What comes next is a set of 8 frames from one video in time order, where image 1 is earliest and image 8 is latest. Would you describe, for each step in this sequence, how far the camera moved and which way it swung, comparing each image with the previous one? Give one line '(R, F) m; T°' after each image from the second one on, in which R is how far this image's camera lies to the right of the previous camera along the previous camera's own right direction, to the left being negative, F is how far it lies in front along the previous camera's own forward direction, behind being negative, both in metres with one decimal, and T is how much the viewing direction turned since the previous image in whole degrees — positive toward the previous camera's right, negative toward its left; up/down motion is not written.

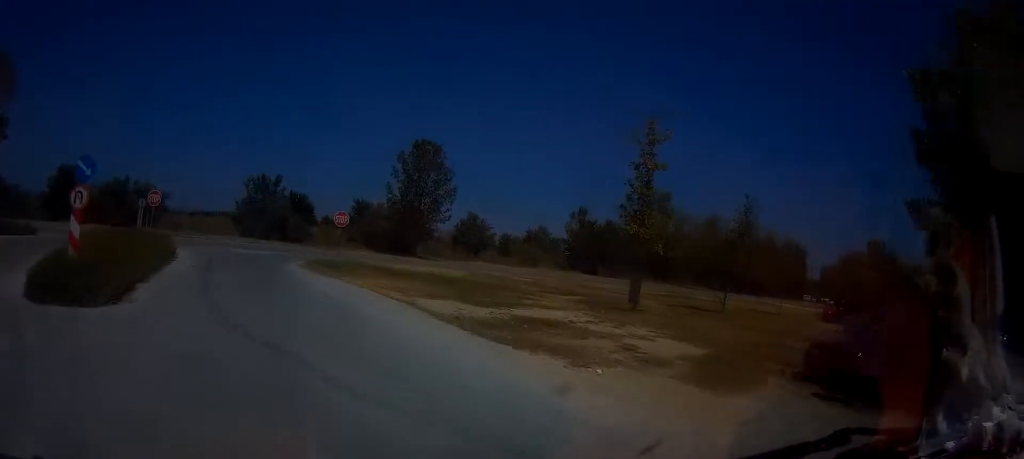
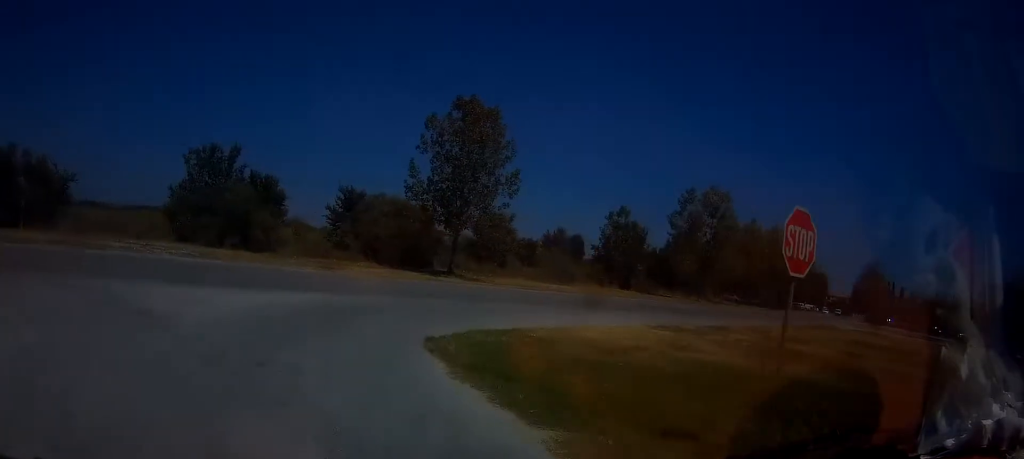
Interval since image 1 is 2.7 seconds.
(+2.7, +19.1) m; +26°
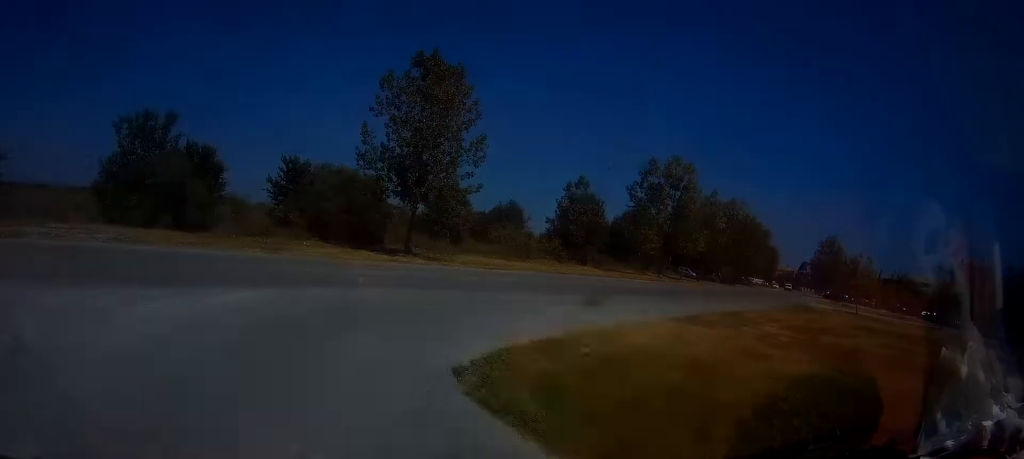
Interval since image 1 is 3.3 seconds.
(+0.2, +3.9) m; +11°
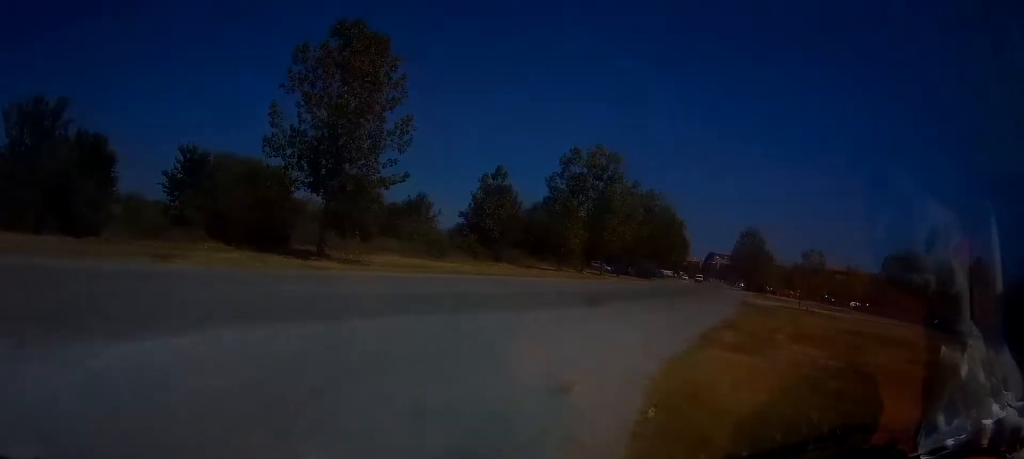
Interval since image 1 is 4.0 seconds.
(+0.8, +4.5) m; +15°
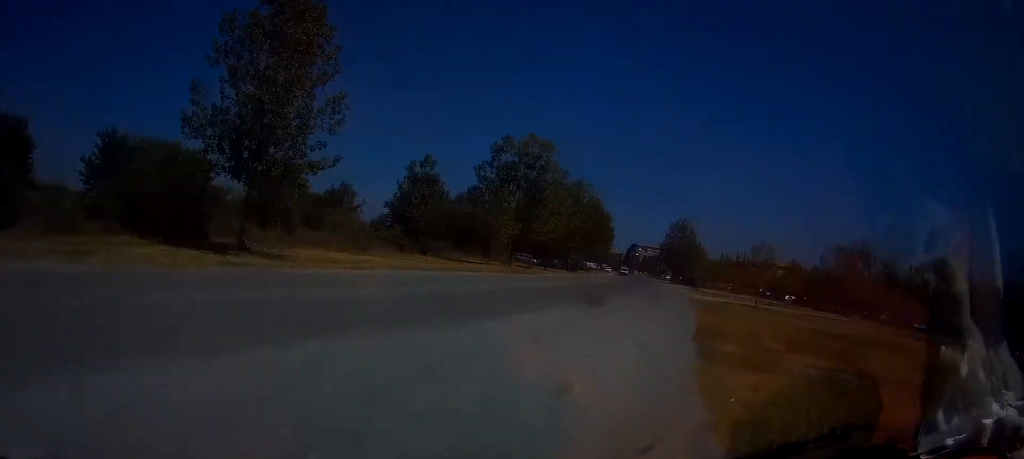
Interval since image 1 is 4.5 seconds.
(0.0, +2.7) m; +9°
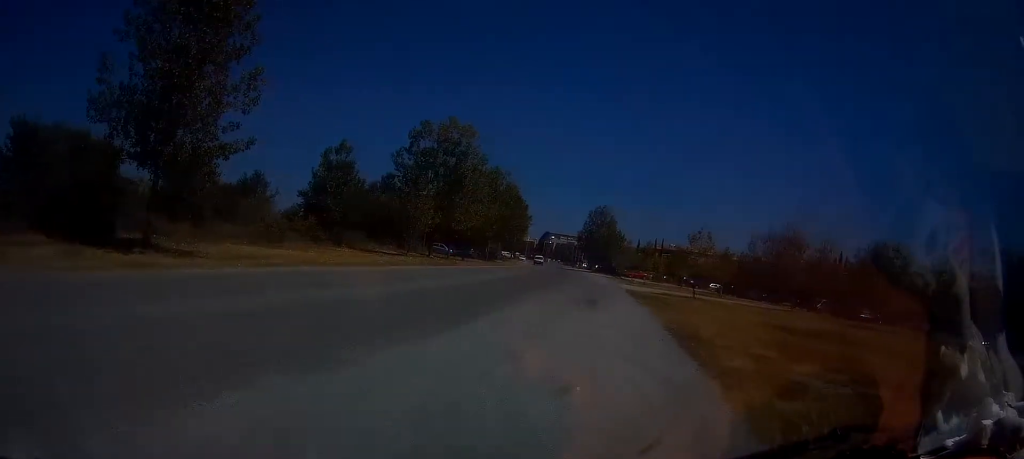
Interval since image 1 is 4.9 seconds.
(+0.5, +2.6) m; +7°
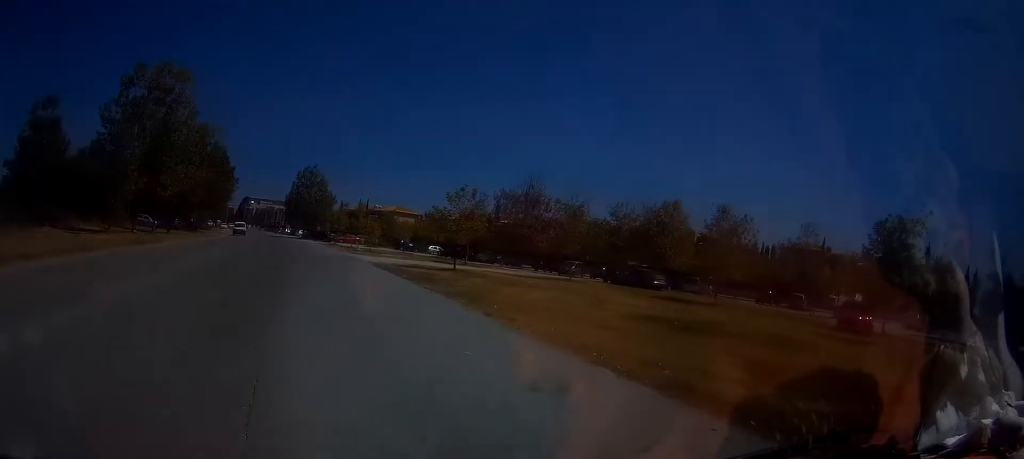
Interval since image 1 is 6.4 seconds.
(+1.6, +9.2) m; +13°
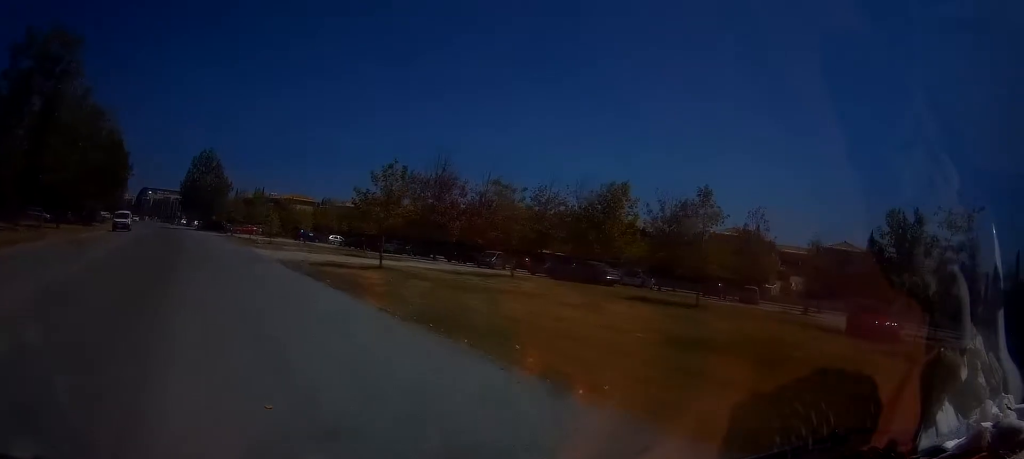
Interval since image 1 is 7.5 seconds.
(0.0, +7.0) m; 0°
